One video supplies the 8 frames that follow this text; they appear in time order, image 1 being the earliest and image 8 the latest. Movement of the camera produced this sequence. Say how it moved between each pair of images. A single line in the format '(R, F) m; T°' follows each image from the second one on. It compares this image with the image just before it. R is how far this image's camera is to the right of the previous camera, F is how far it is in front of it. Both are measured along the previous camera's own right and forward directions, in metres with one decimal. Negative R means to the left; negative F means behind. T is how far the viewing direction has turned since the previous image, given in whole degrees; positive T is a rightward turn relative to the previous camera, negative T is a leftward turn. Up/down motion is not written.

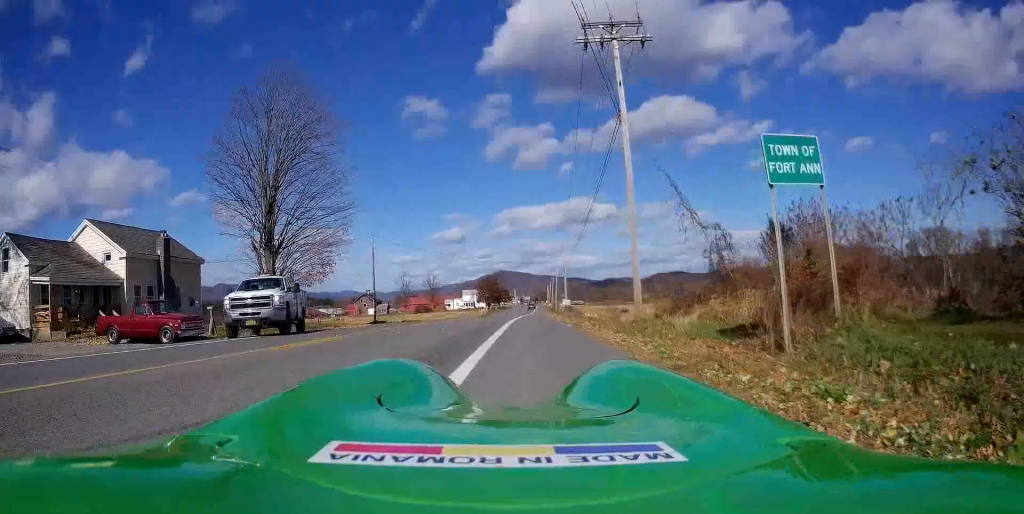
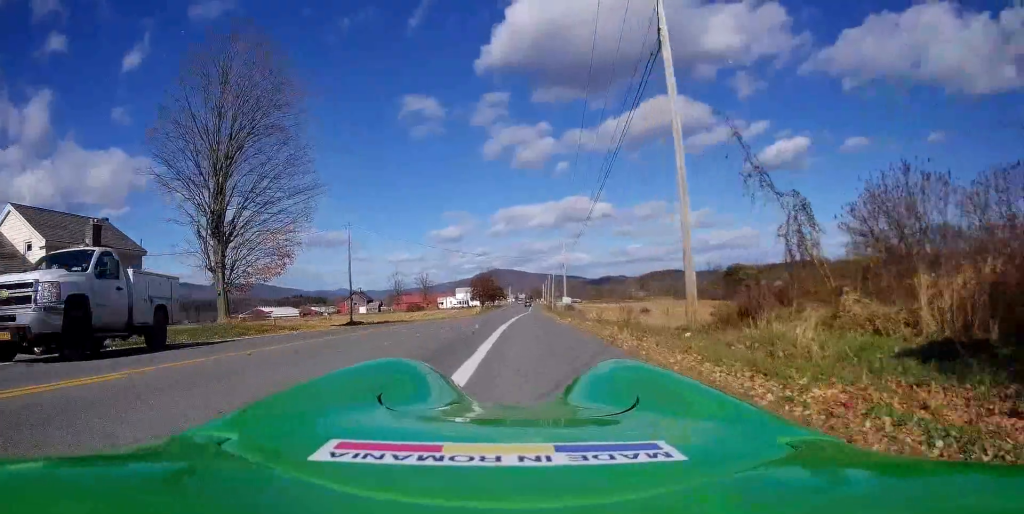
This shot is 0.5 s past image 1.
(-0.4, +6.6) m; 0°
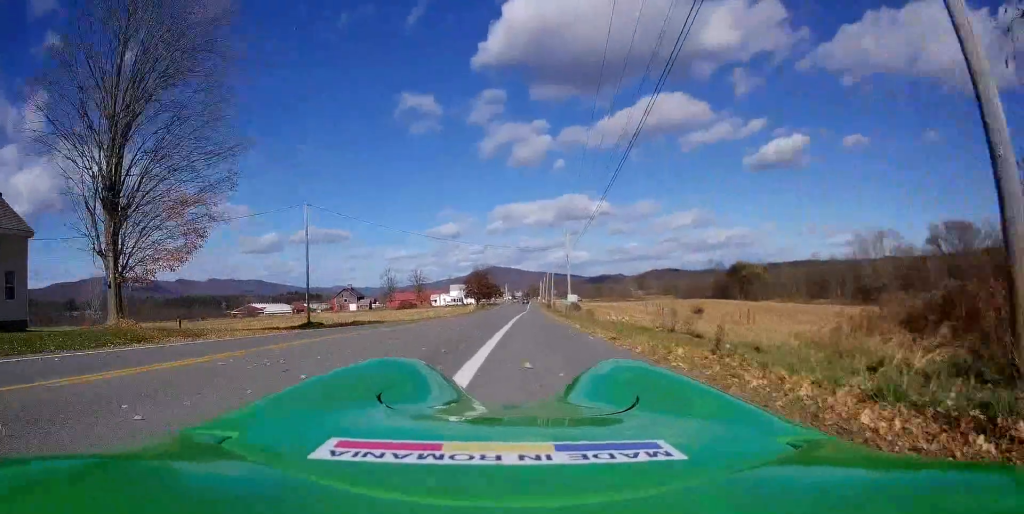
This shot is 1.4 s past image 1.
(+0.2, +10.2) m; +1°
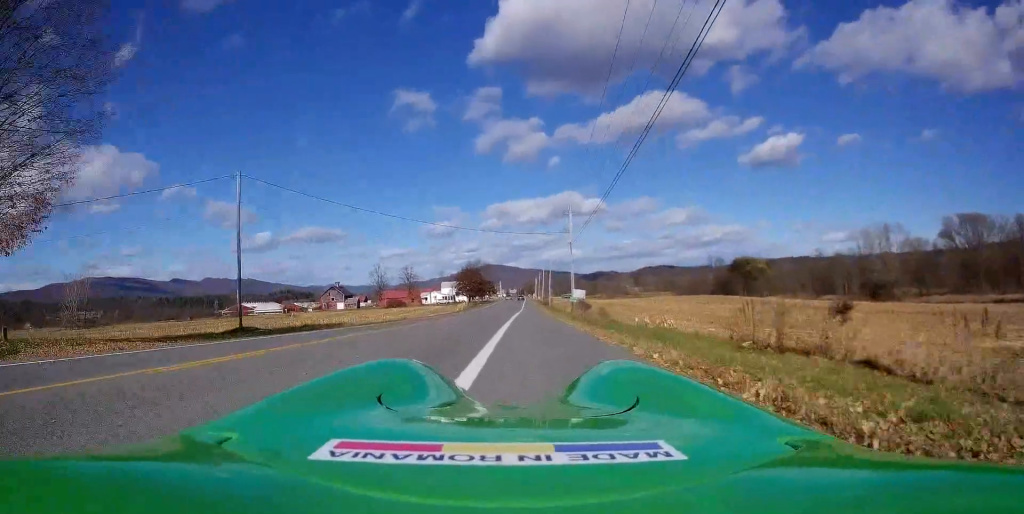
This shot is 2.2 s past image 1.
(+0.2, +10.2) m; +2°
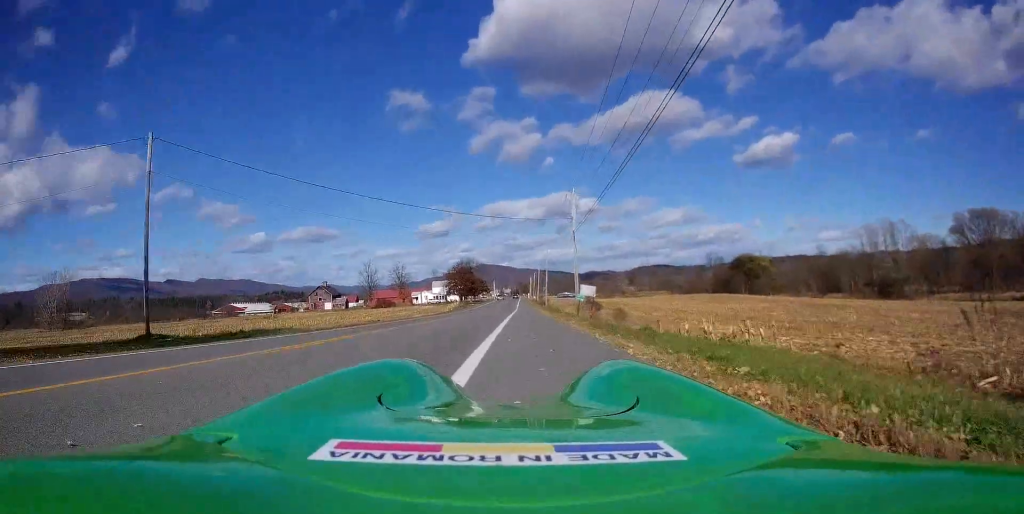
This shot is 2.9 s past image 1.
(-0.2, +8.7) m; +1°
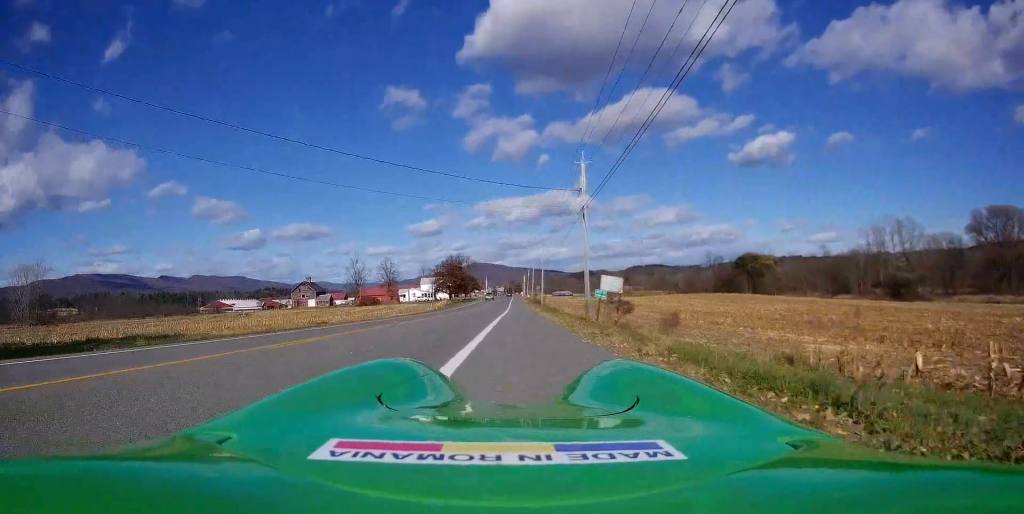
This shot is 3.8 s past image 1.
(+0.5, +11.5) m; +1°
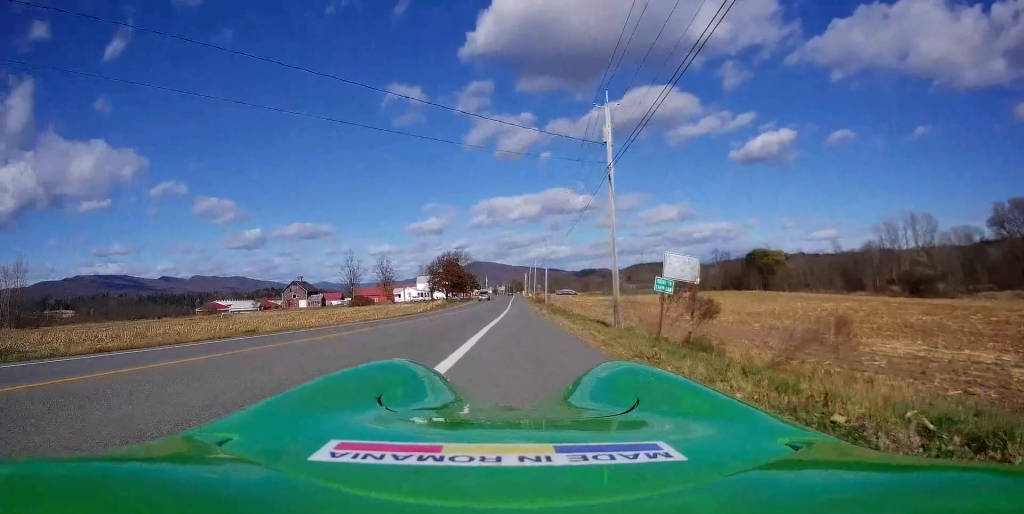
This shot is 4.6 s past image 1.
(-0.2, +10.0) m; -2°
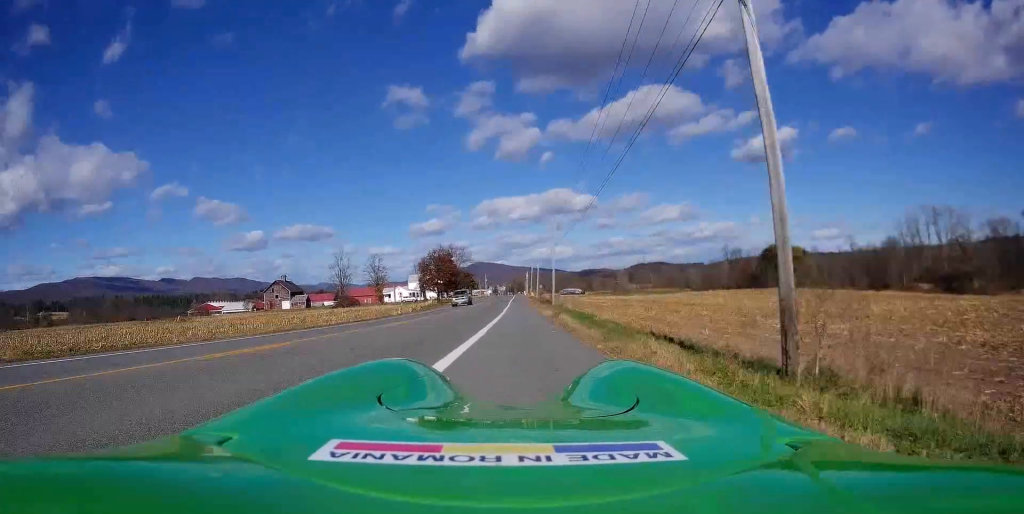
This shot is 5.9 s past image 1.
(-0.5, +15.9) m; +1°
